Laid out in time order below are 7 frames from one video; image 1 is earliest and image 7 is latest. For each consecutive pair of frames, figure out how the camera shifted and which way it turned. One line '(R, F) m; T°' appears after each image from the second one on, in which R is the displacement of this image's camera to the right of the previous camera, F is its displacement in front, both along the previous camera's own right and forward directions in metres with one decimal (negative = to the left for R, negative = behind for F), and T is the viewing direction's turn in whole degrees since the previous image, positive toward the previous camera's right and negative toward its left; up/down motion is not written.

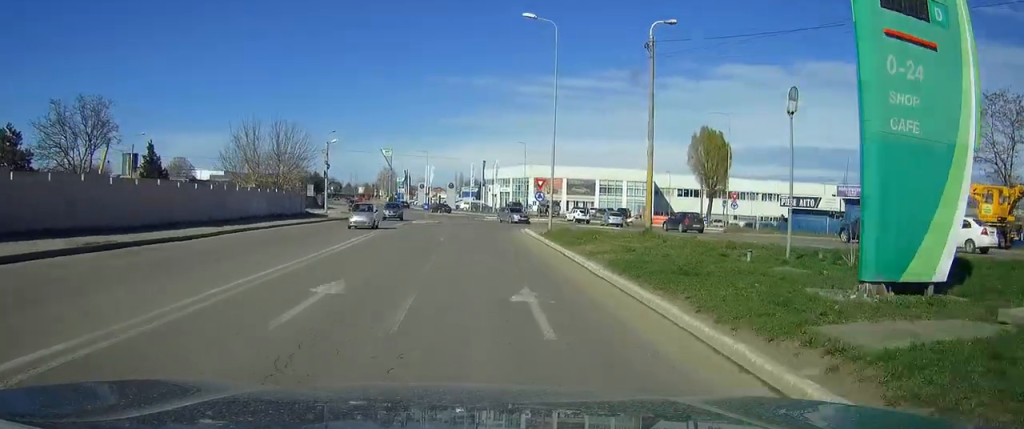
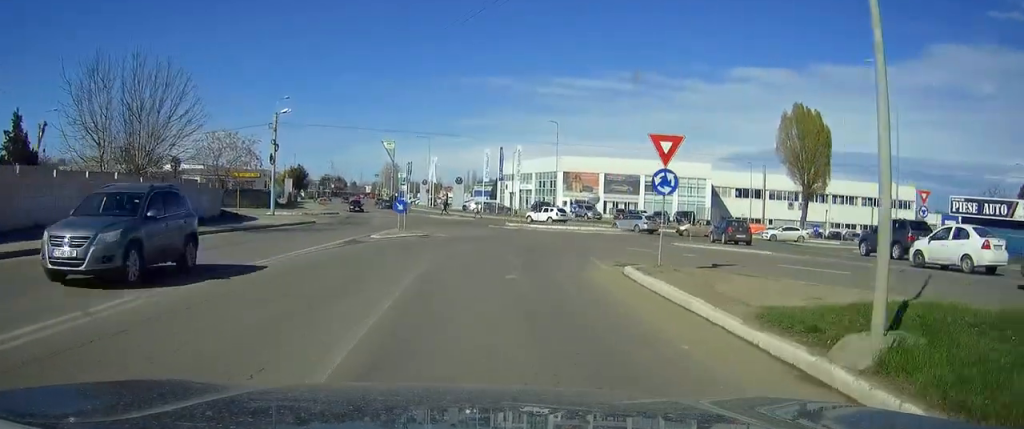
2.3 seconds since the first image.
(-0.3, +27.8) m; -1°
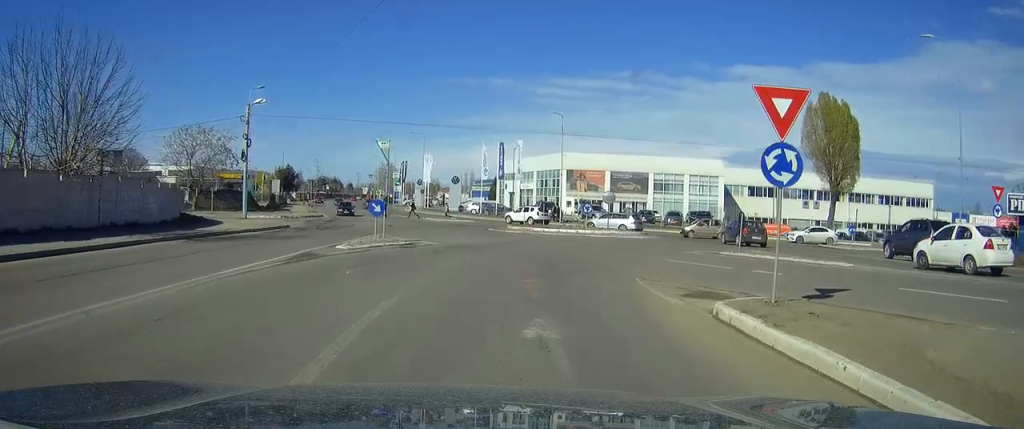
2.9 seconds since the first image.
(-0.1, +7.1) m; 0°
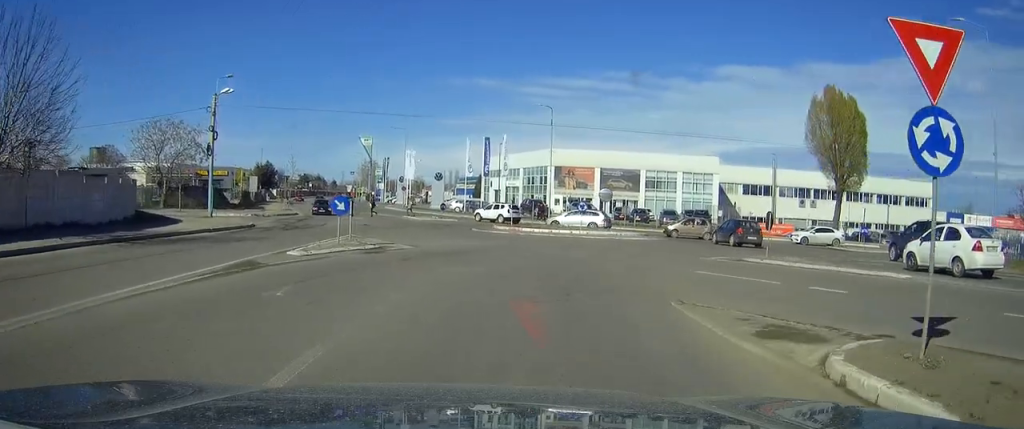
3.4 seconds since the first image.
(0.0, +4.2) m; +1°
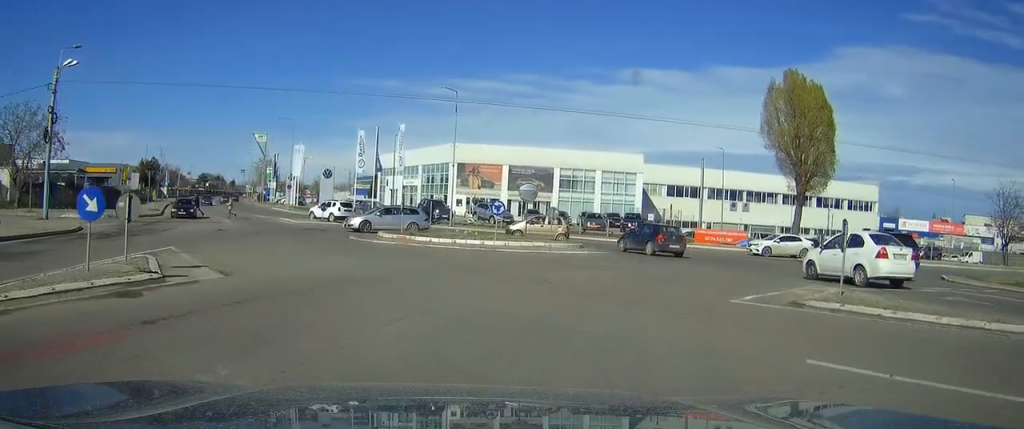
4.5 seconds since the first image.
(+0.3, +10.6) m; +7°
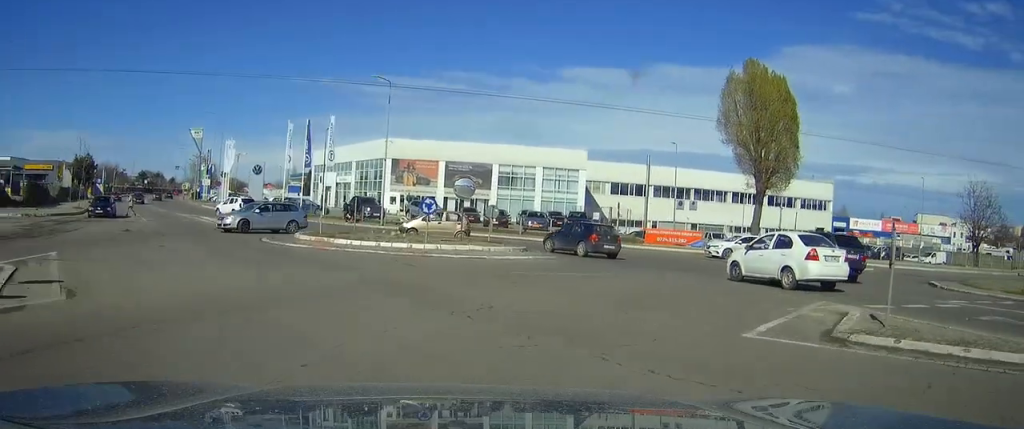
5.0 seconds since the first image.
(0.0, +3.9) m; +5°
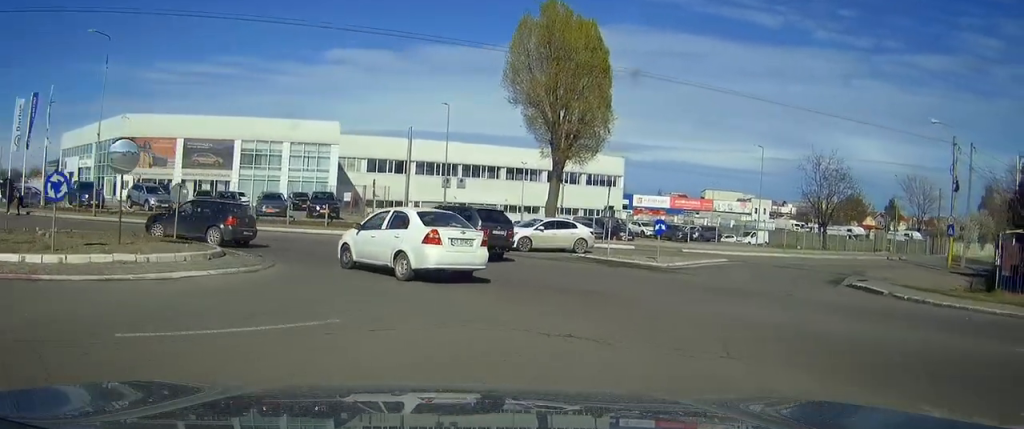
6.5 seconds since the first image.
(+2.2, +11.1) m; +21°
